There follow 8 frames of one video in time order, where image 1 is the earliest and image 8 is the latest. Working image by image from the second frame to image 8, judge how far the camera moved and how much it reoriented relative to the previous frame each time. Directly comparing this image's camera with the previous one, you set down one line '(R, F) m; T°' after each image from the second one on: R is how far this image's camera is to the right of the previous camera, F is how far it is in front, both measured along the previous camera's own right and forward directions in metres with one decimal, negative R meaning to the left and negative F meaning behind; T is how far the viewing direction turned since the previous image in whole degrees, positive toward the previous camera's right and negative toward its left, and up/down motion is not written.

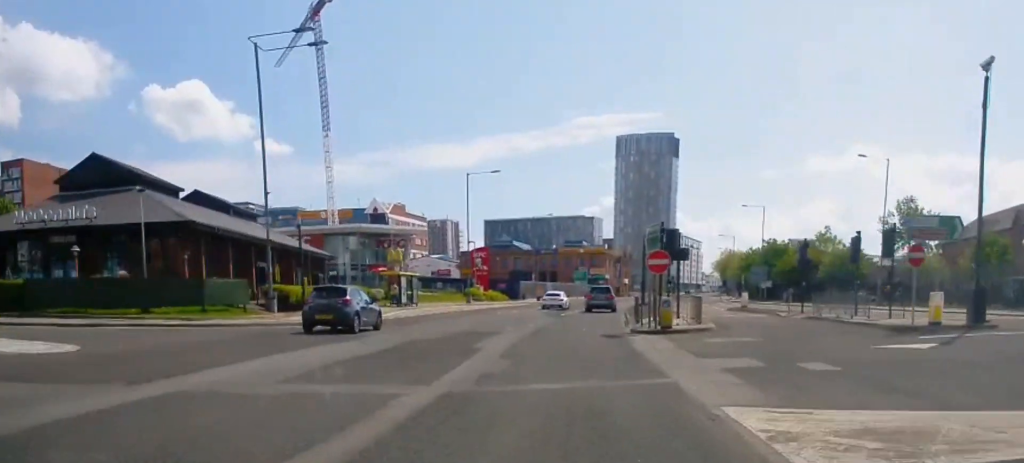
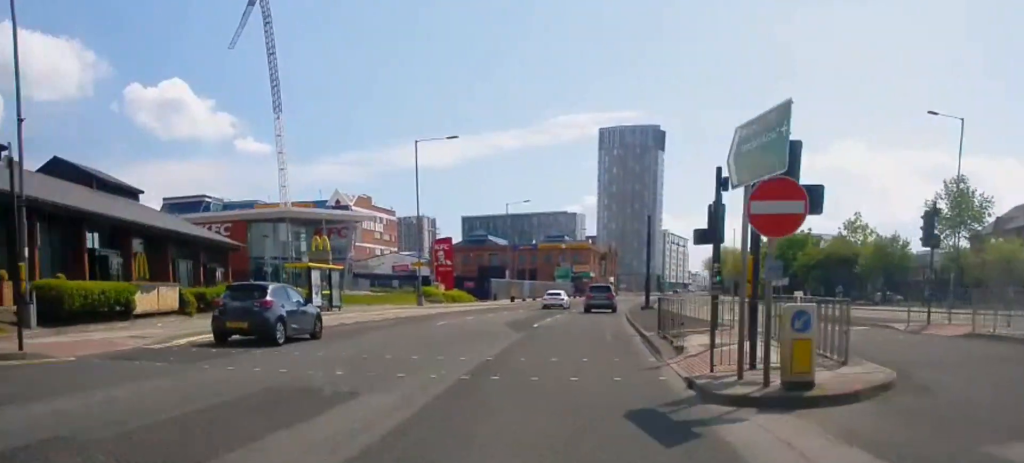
(0.0, +15.5) m; 0°
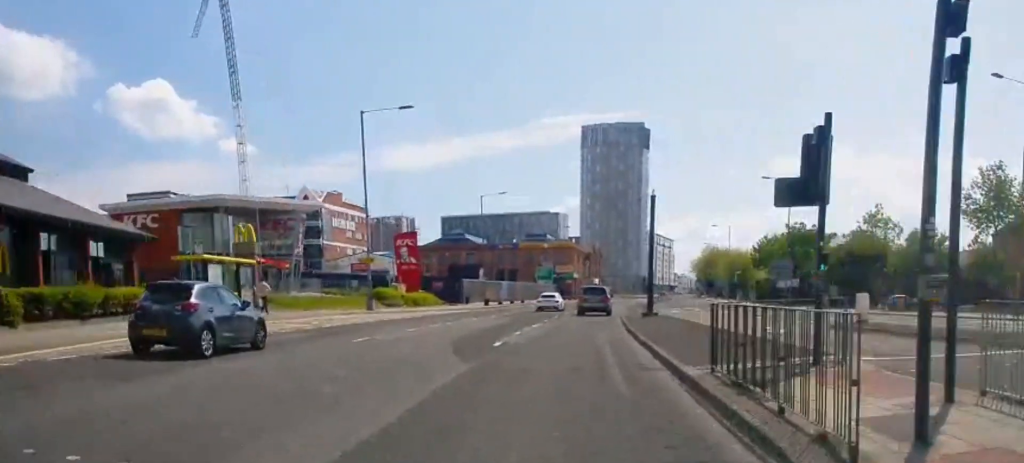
(-0.1, +9.9) m; +1°
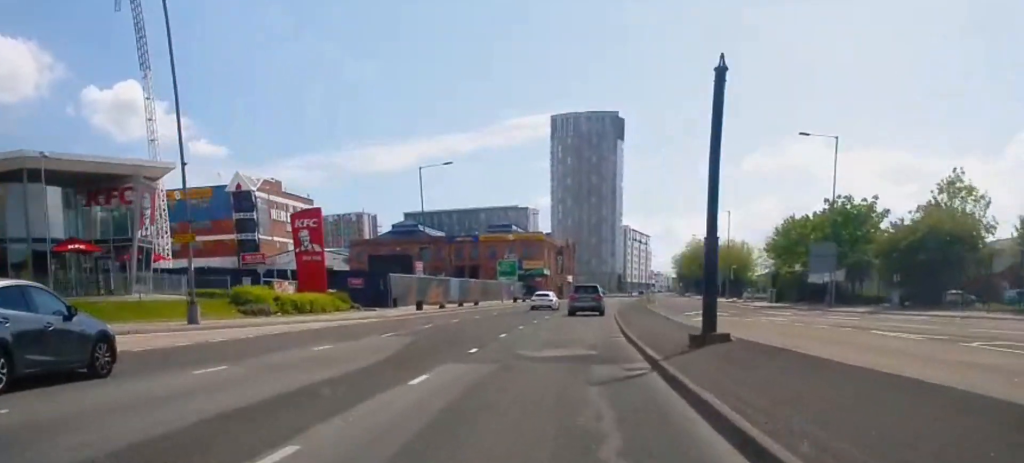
(+0.5, +19.8) m; +2°
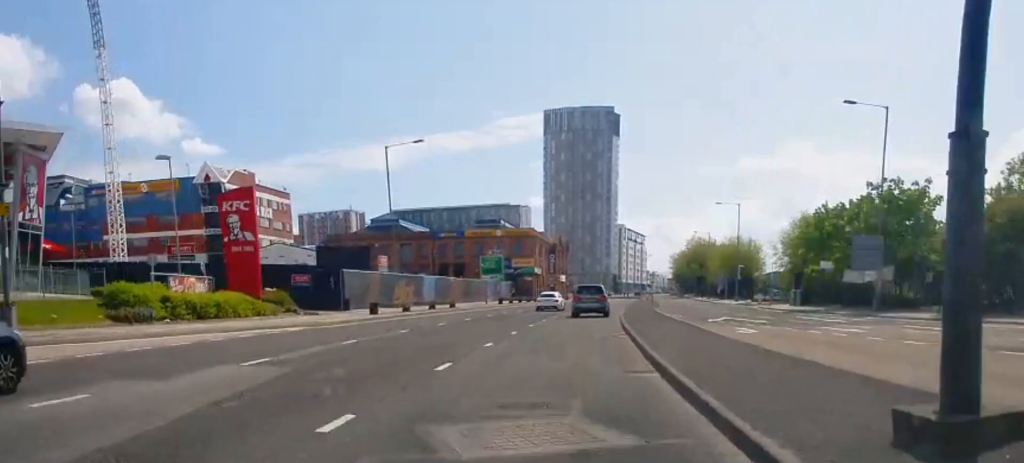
(+0.1, +10.3) m; +1°
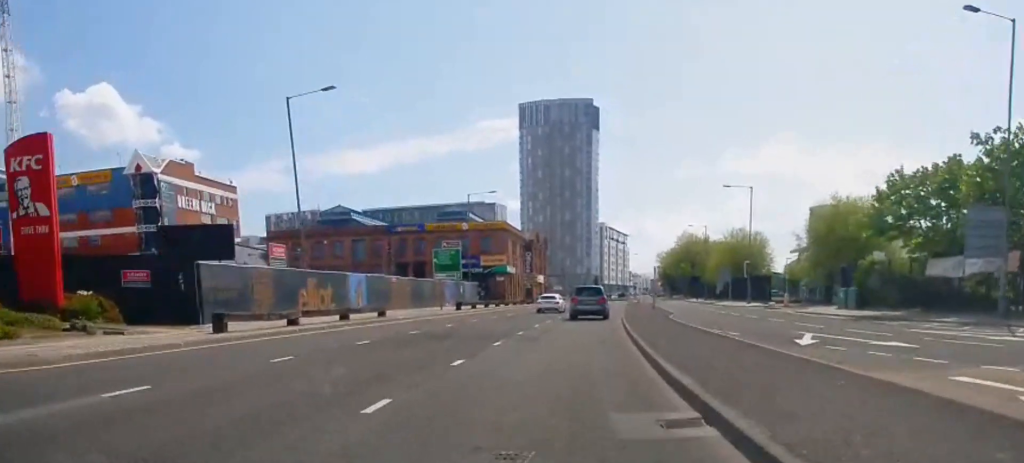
(0.0, +16.7) m; +1°
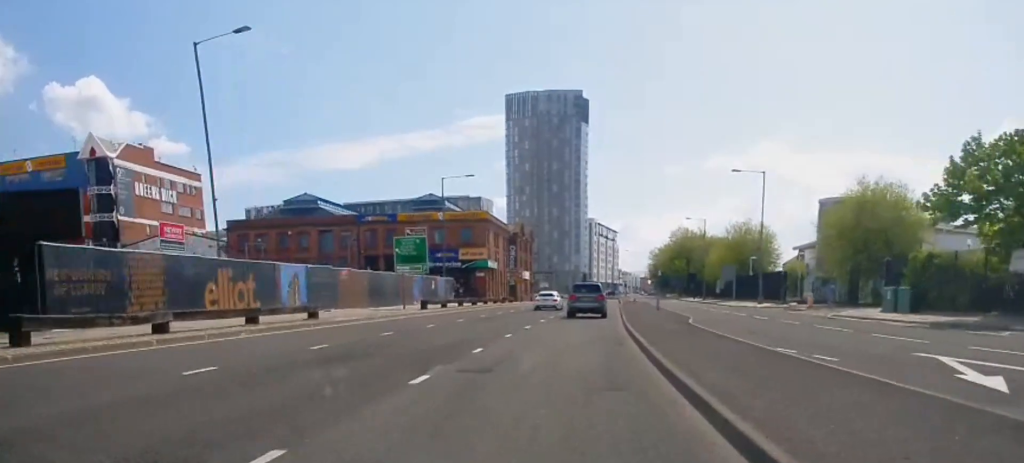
(+0.2, +9.5) m; +1°
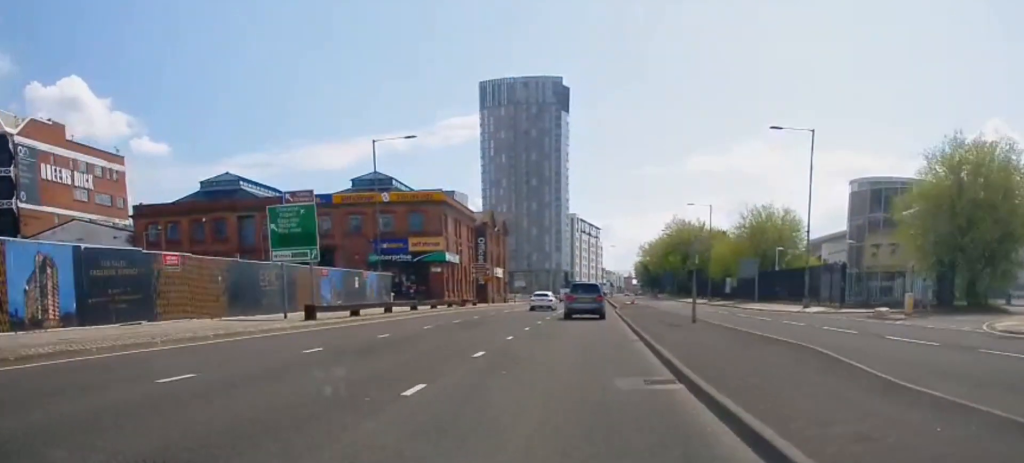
(+0.1, +19.0) m; +2°
